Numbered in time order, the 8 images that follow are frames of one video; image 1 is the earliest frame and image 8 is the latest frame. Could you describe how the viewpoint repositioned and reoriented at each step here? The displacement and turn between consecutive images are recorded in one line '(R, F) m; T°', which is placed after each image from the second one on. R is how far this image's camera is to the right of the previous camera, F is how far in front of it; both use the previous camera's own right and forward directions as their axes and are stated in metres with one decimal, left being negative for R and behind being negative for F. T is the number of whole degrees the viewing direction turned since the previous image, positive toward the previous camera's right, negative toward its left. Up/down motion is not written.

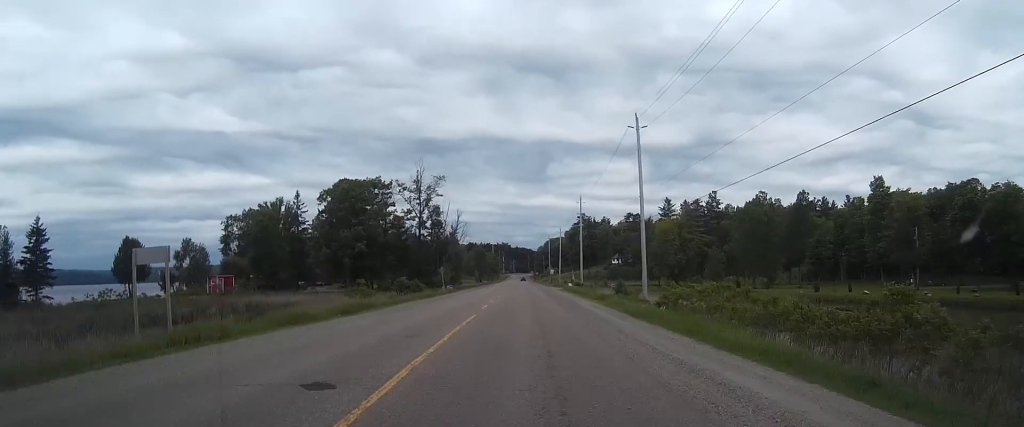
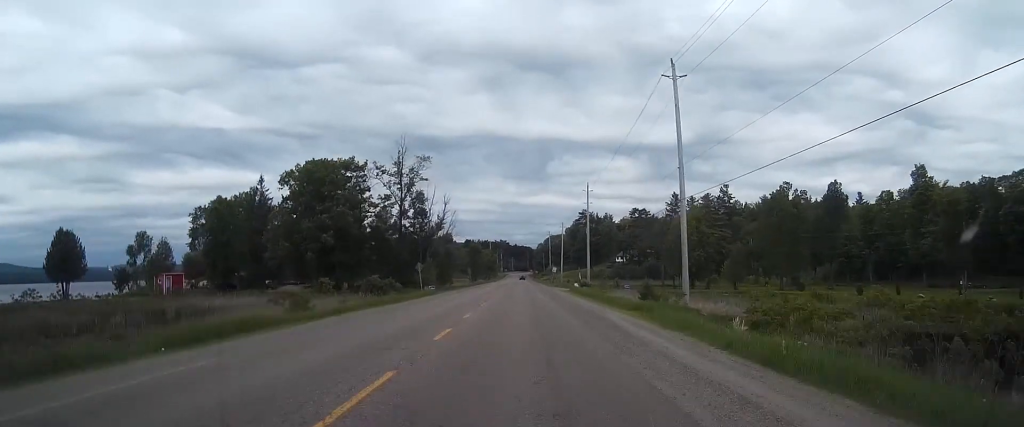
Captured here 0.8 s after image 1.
(0.0, +16.1) m; 0°
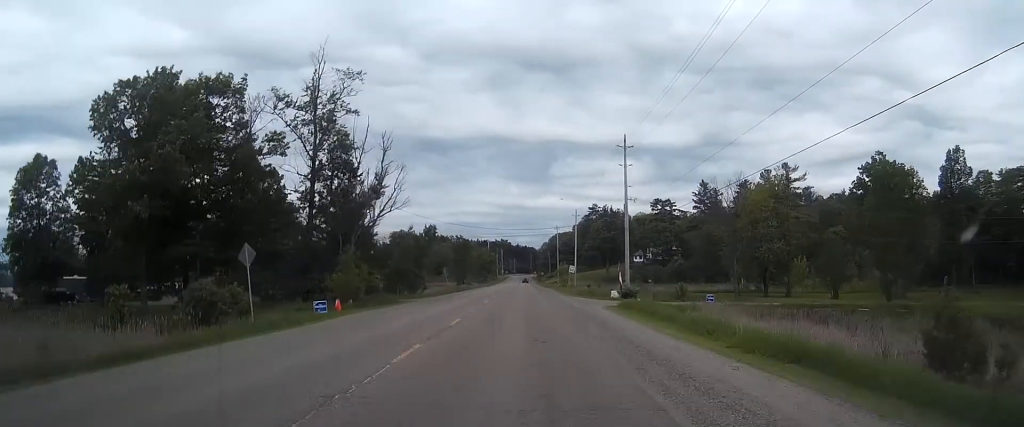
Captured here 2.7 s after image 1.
(+0.2, +40.3) m; +1°
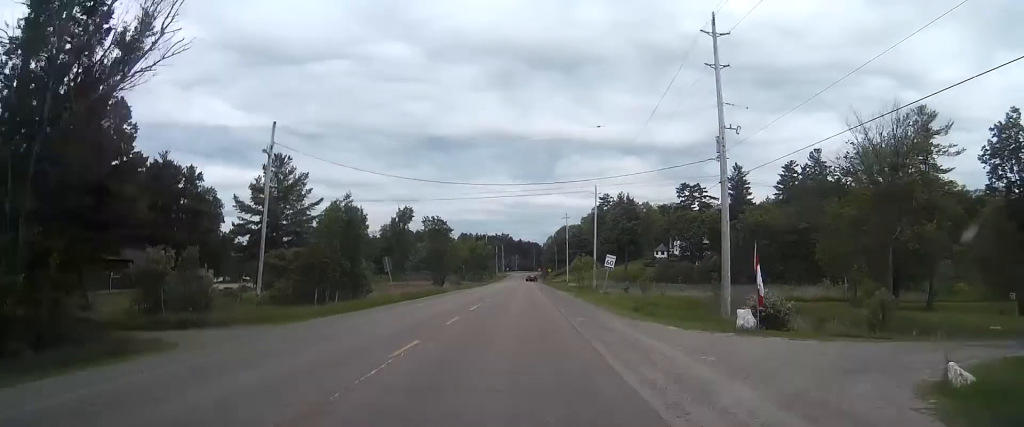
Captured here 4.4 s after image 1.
(+0.2, +35.1) m; 0°
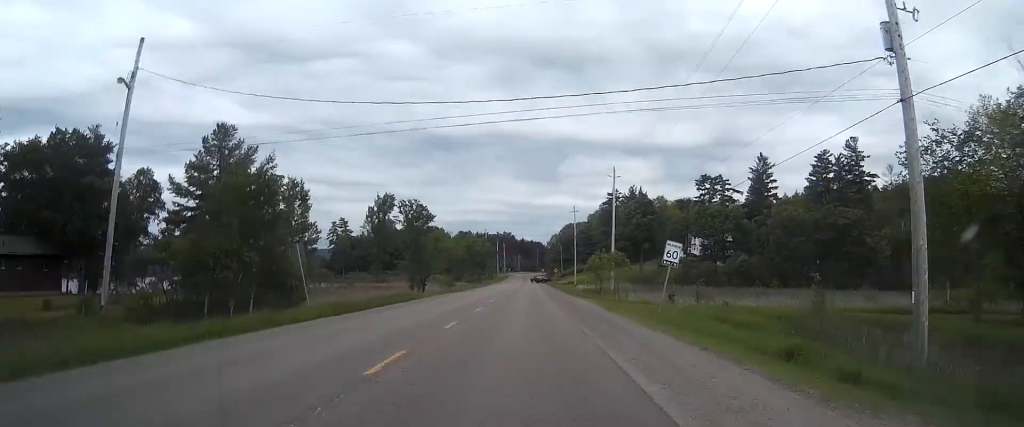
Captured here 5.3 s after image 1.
(-0.1, +19.2) m; 0°
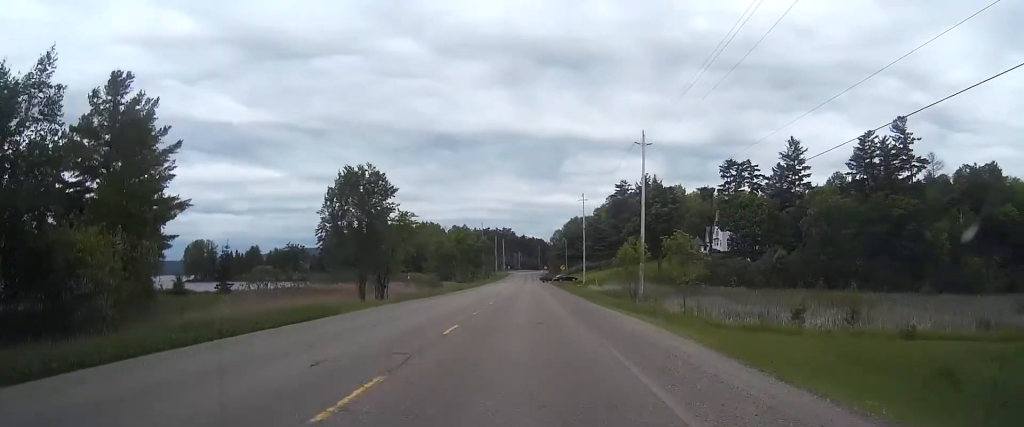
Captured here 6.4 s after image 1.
(0.0, +21.9) m; 0°
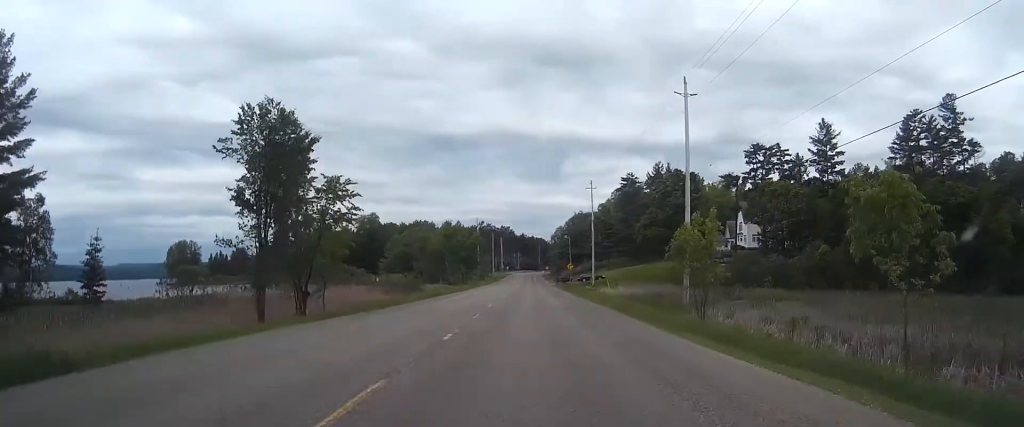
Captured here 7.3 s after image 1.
(0.0, +19.0) m; 0°
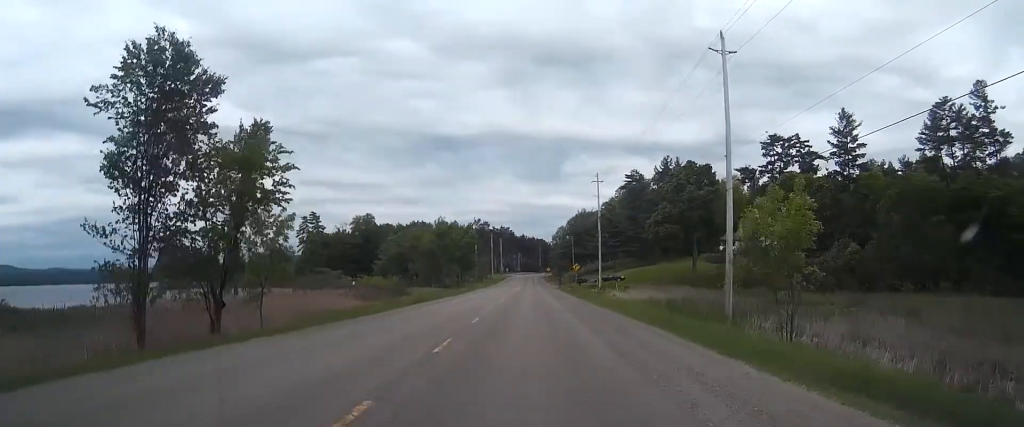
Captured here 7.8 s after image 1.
(0.0, +10.2) m; 0°
